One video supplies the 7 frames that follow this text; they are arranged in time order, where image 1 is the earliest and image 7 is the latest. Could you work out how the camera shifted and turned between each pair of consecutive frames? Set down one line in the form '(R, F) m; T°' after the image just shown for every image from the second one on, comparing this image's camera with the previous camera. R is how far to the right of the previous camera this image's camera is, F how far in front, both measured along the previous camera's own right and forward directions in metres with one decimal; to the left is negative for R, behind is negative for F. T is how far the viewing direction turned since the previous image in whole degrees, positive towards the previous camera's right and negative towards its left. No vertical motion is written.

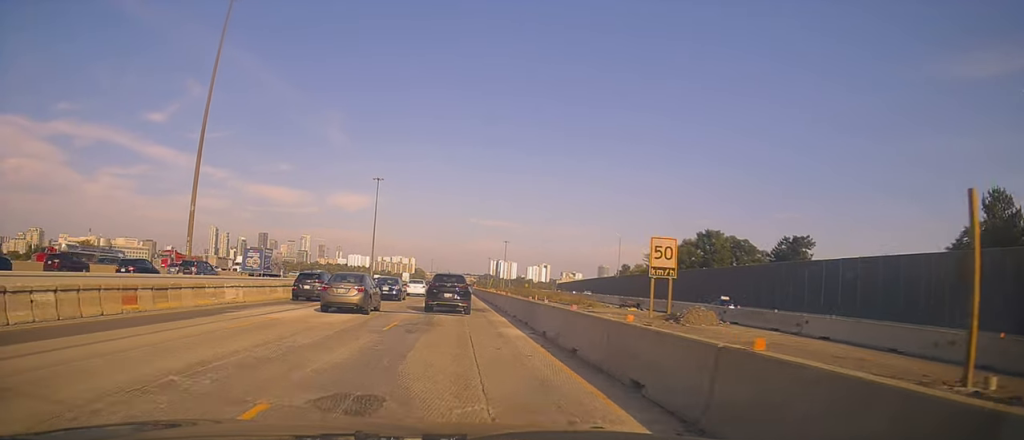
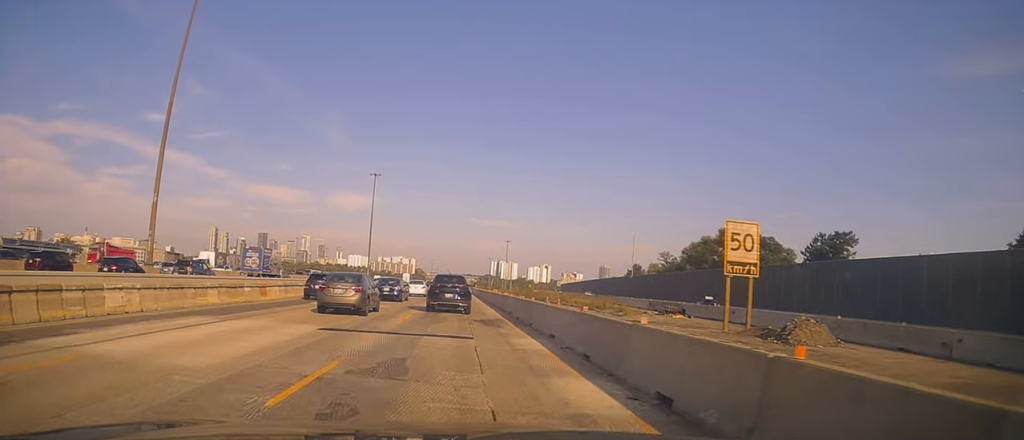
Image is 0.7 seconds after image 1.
(-0.4, +8.4) m; 0°
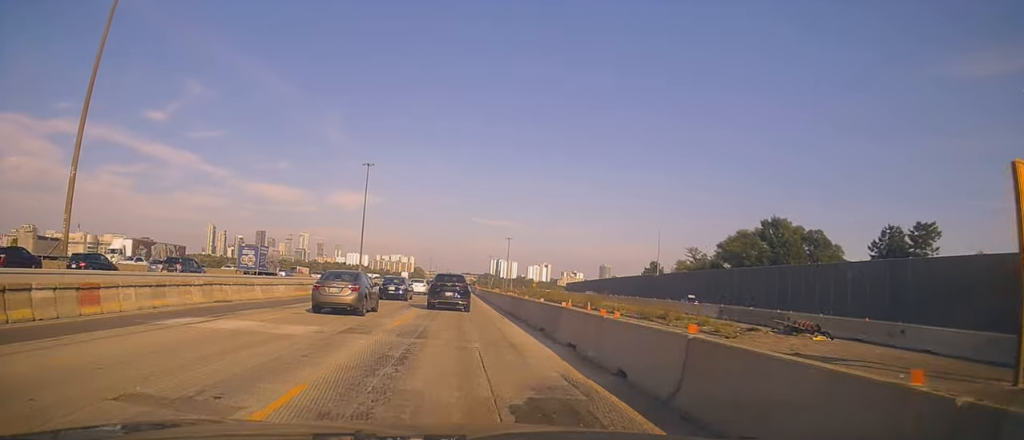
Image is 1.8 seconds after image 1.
(+0.3, +13.3) m; 0°
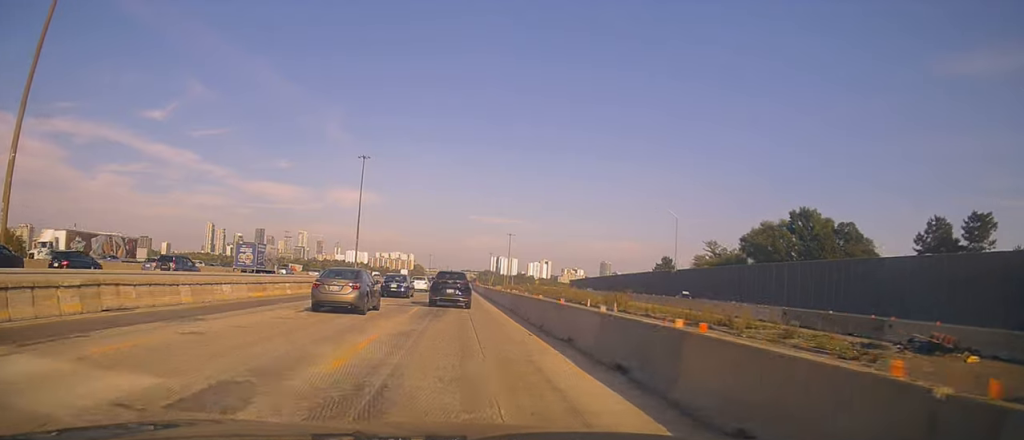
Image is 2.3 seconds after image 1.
(-0.1, +7.4) m; -1°
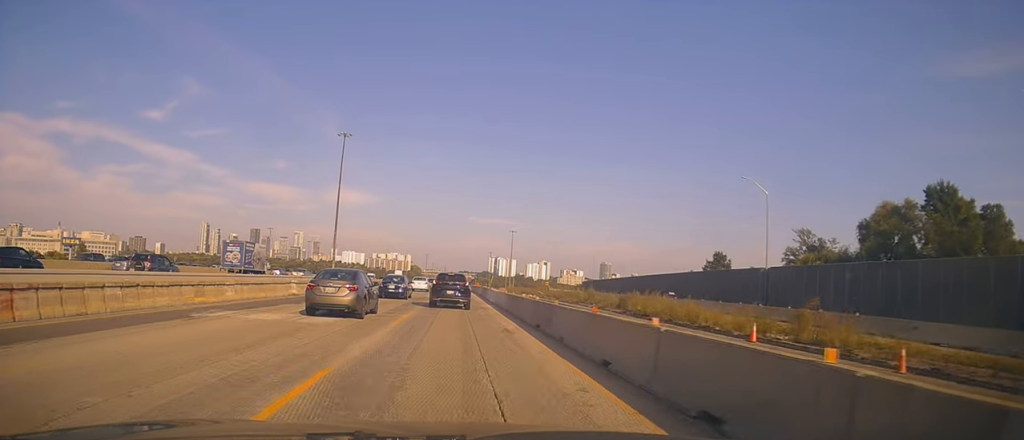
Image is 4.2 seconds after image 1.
(-0.6, +26.1) m; -1°
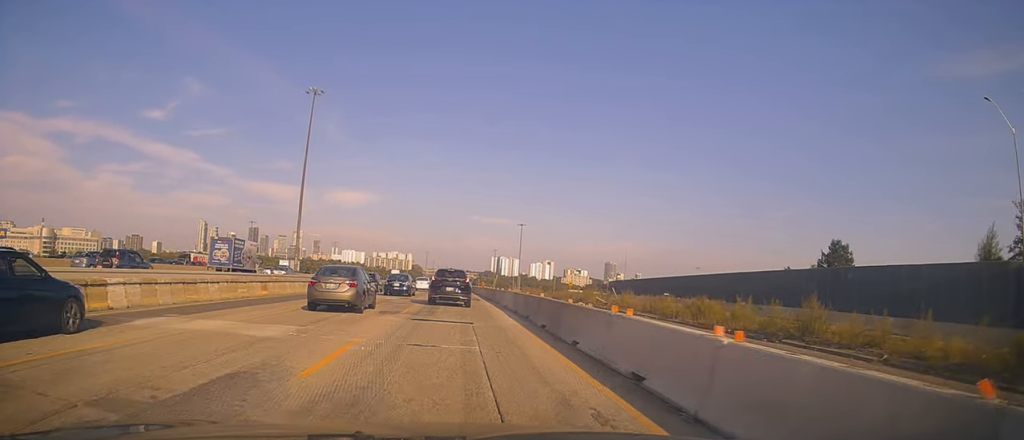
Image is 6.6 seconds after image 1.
(+0.8, +34.2) m; +2°
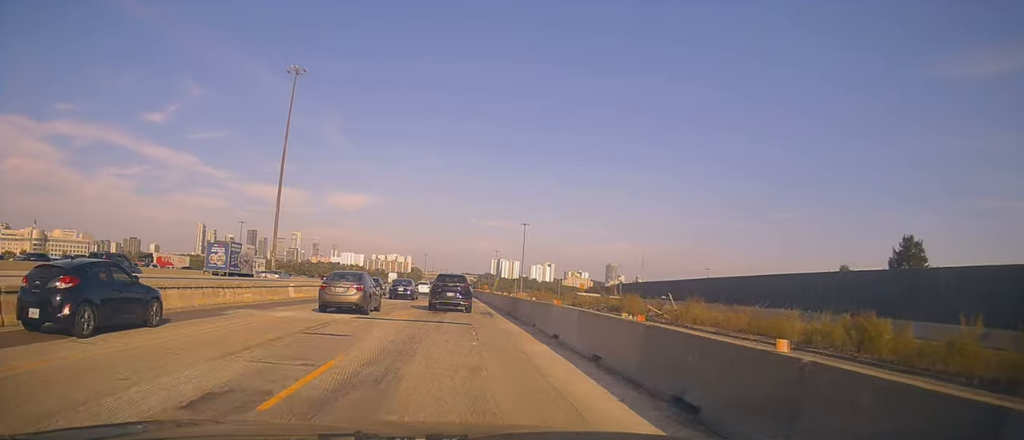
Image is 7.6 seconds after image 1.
(-0.2, +14.6) m; -2°
